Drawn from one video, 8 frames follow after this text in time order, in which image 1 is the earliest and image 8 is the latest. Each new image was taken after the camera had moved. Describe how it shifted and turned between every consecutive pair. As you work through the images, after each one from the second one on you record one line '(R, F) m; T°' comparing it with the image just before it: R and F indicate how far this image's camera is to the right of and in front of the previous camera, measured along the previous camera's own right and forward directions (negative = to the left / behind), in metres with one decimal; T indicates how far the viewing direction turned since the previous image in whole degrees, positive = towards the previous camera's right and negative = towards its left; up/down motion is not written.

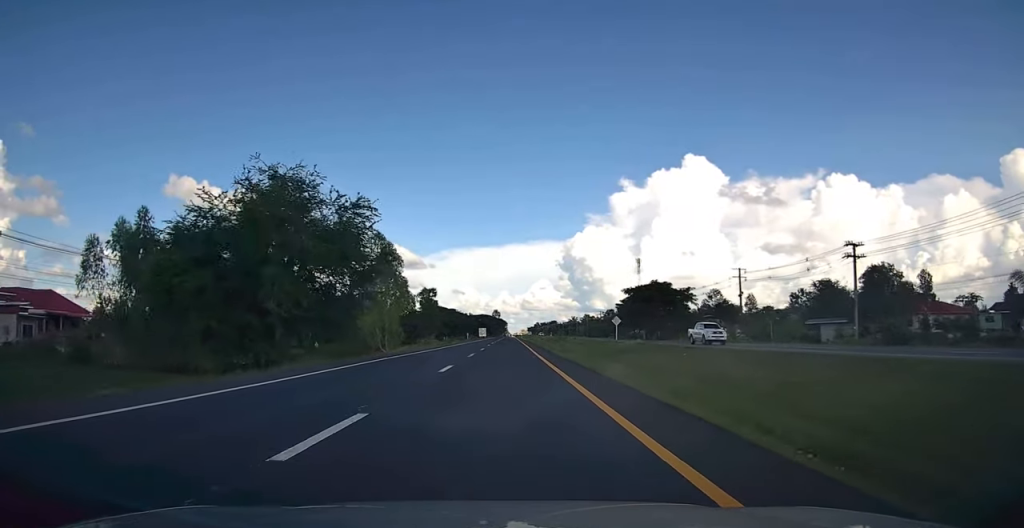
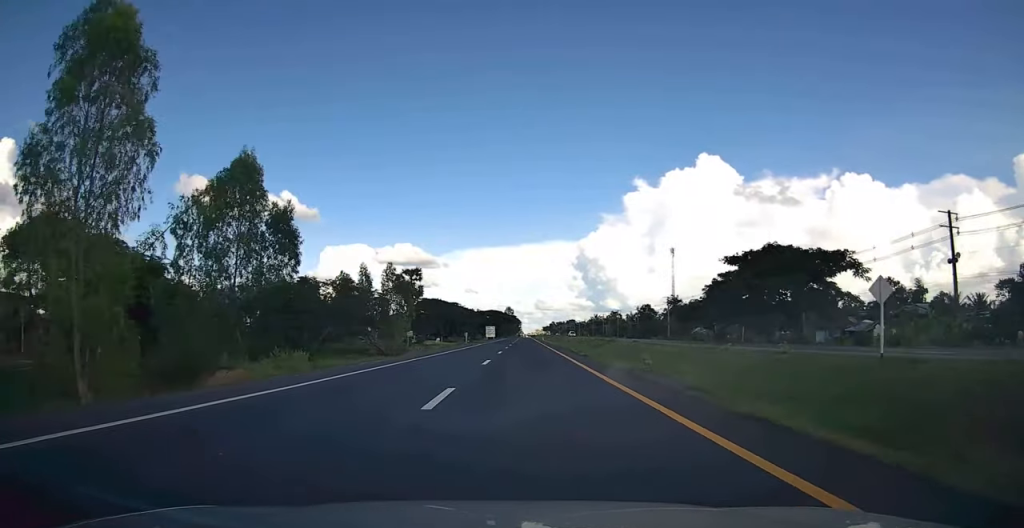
(-0.5, +44.5) m; -1°
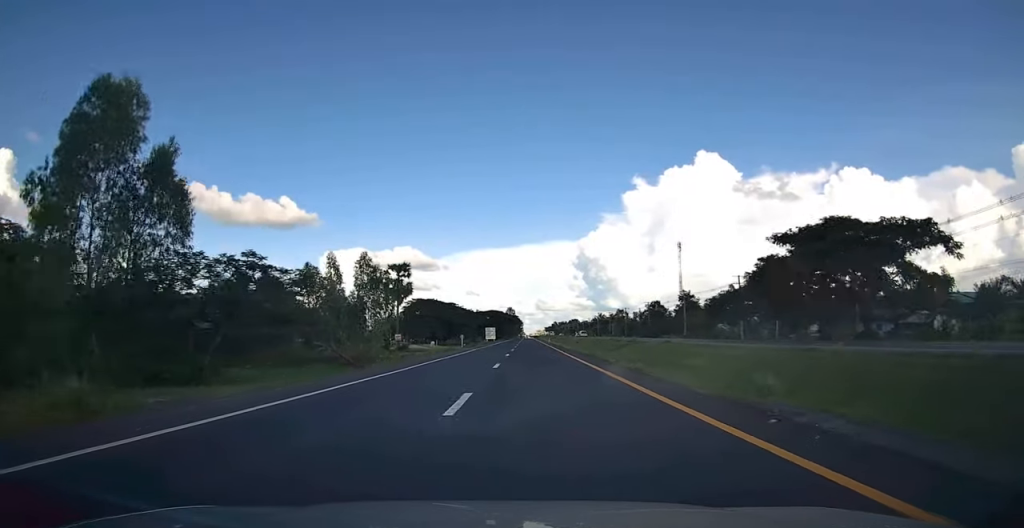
(0.0, +12.3) m; 0°
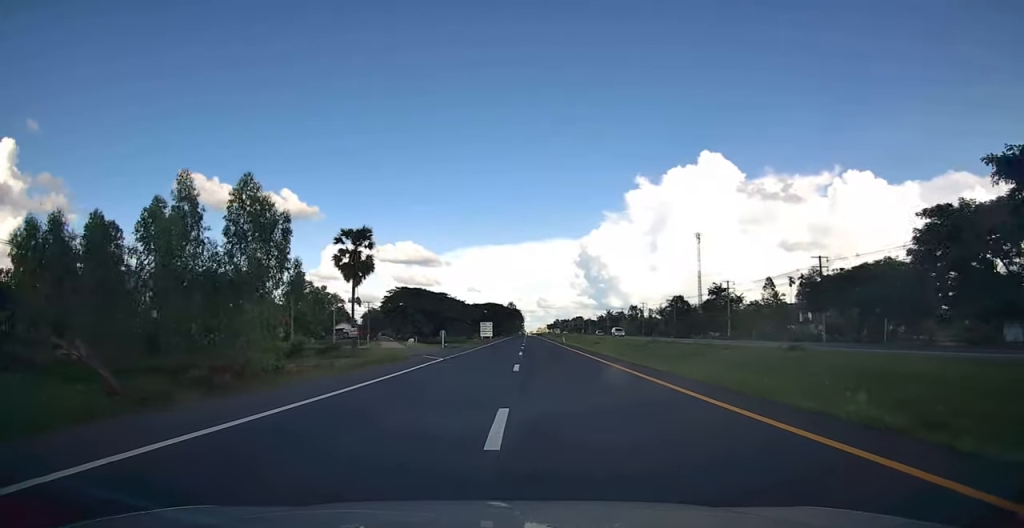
(-0.1, +26.7) m; -1°
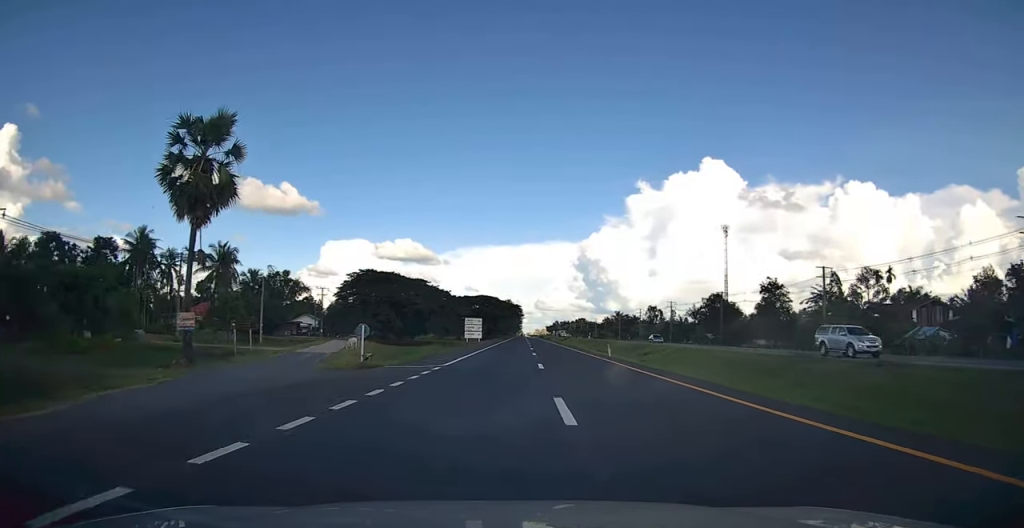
(0.0, +34.3) m; 0°
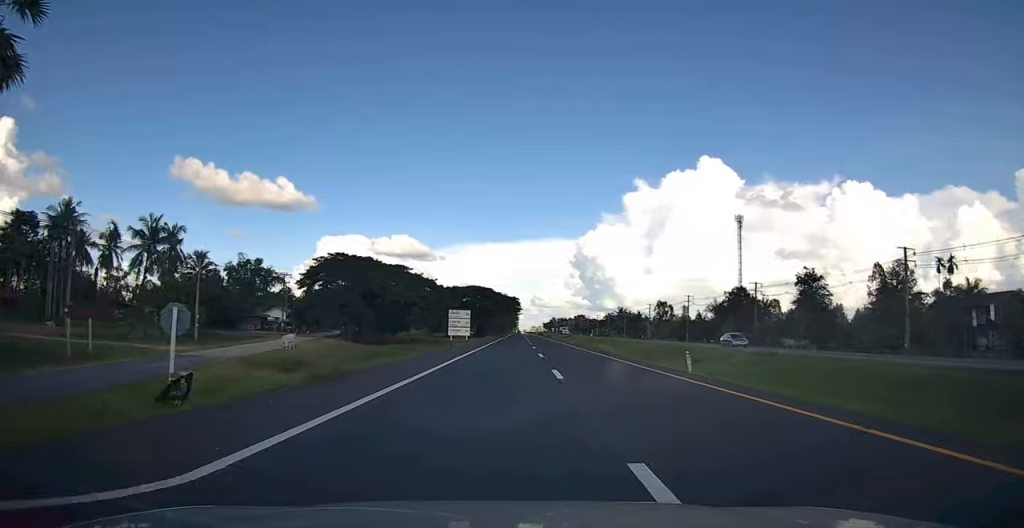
(+0.1, +17.5) m; 0°
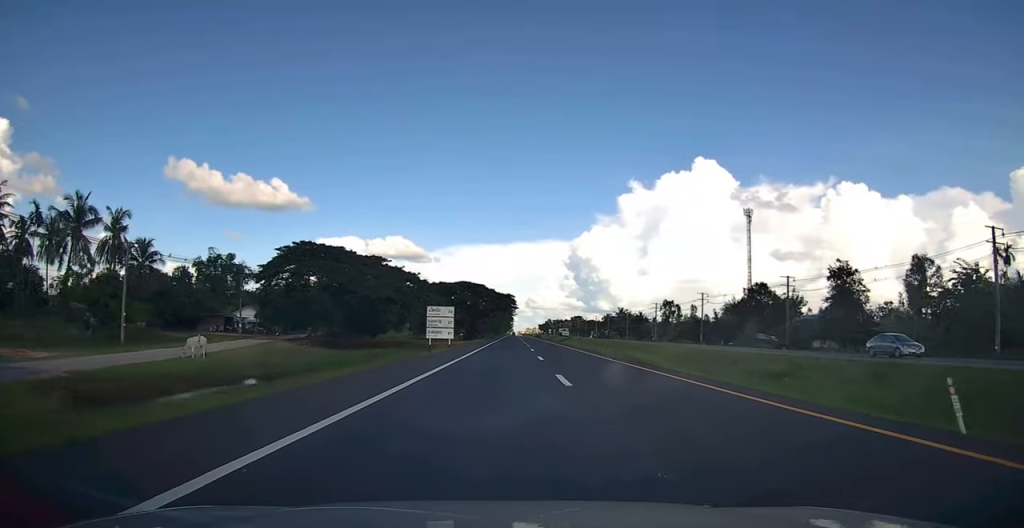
(-0.1, +13.3) m; 0°
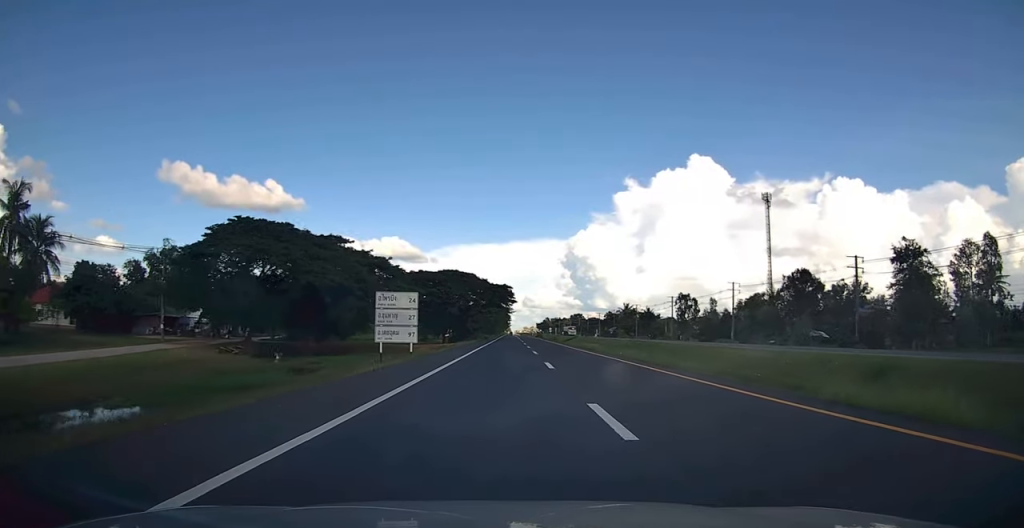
(+0.2, +18.7) m; 0°
